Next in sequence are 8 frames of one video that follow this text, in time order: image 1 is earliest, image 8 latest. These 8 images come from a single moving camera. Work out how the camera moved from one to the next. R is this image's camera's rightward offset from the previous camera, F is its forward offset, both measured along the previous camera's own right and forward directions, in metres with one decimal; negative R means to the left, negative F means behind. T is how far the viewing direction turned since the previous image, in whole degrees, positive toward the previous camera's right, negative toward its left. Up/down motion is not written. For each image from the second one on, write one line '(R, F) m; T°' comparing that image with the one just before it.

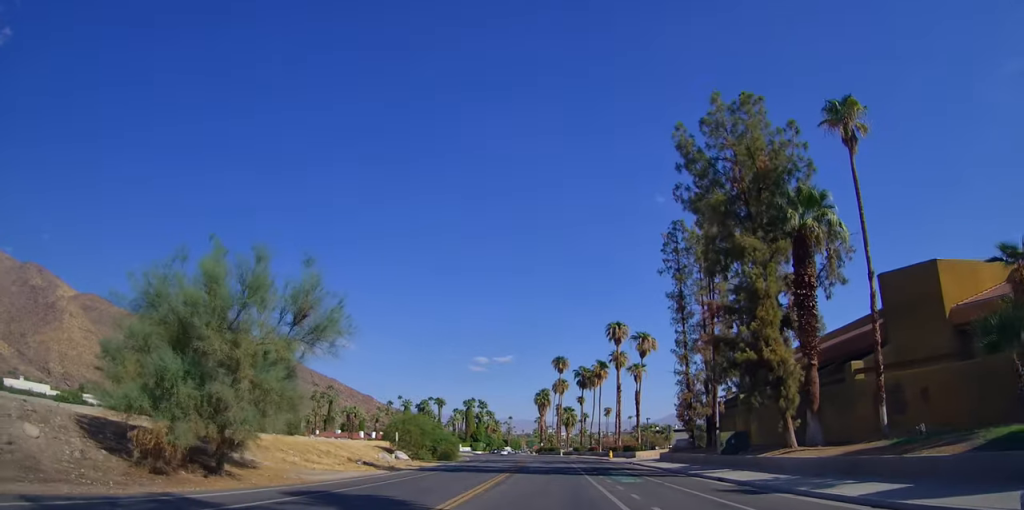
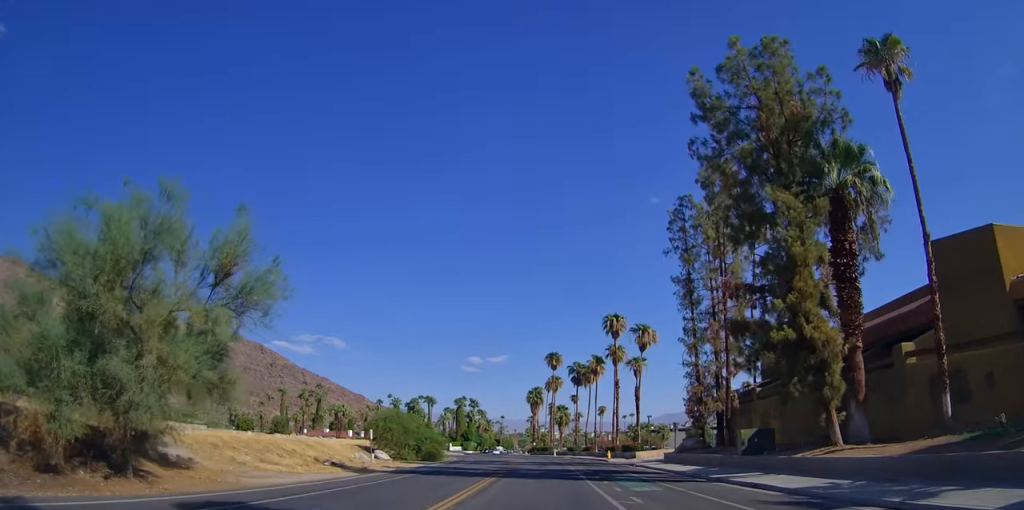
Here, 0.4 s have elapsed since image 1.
(+0.1, +3.7) m; +1°
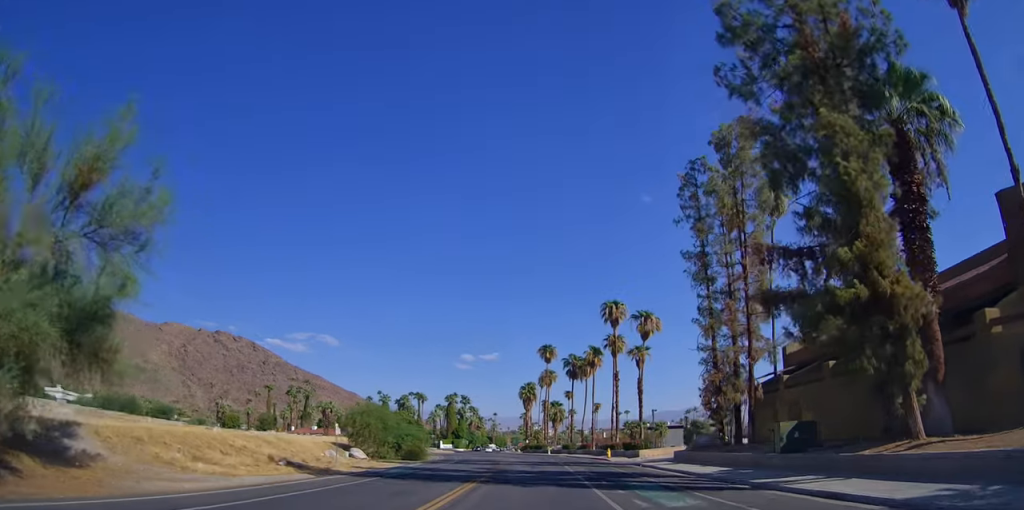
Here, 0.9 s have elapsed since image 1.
(0.0, +4.6) m; +3°
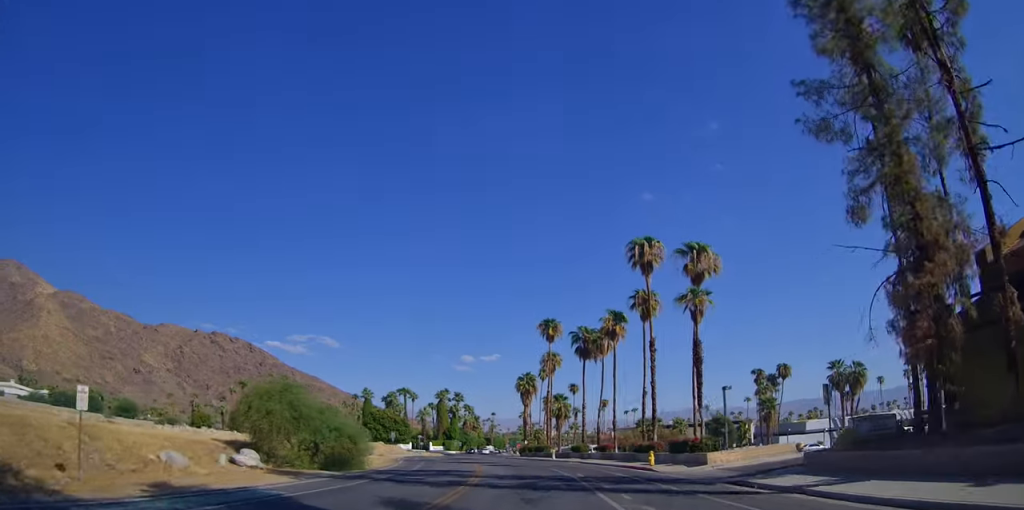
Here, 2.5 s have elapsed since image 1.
(+1.9, +17.7) m; +7°
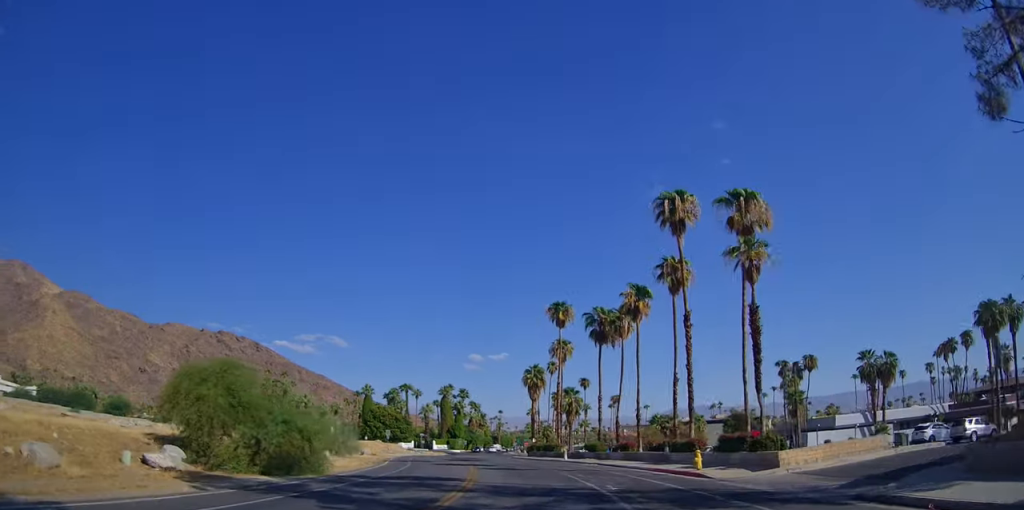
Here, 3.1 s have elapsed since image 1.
(-0.3, +7.8) m; -2°
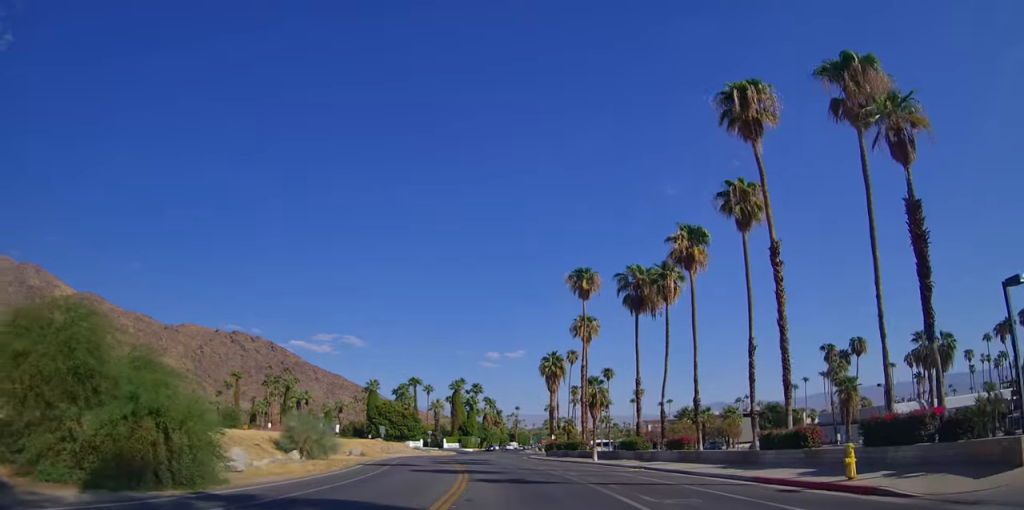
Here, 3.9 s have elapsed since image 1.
(-0.4, +11.3) m; -2°
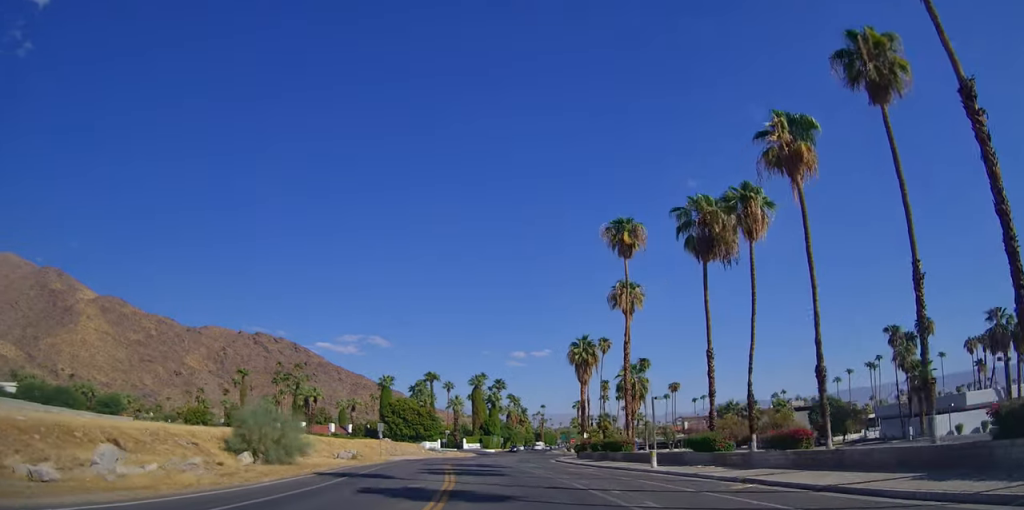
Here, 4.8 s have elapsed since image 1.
(0.0, +12.2) m; -1°
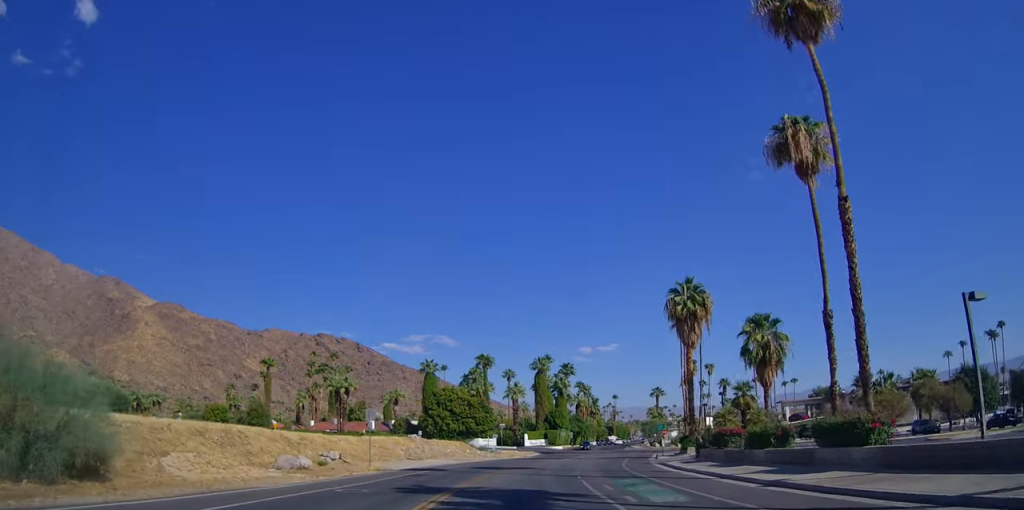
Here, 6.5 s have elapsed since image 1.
(-1.4, +25.1) m; -7°
